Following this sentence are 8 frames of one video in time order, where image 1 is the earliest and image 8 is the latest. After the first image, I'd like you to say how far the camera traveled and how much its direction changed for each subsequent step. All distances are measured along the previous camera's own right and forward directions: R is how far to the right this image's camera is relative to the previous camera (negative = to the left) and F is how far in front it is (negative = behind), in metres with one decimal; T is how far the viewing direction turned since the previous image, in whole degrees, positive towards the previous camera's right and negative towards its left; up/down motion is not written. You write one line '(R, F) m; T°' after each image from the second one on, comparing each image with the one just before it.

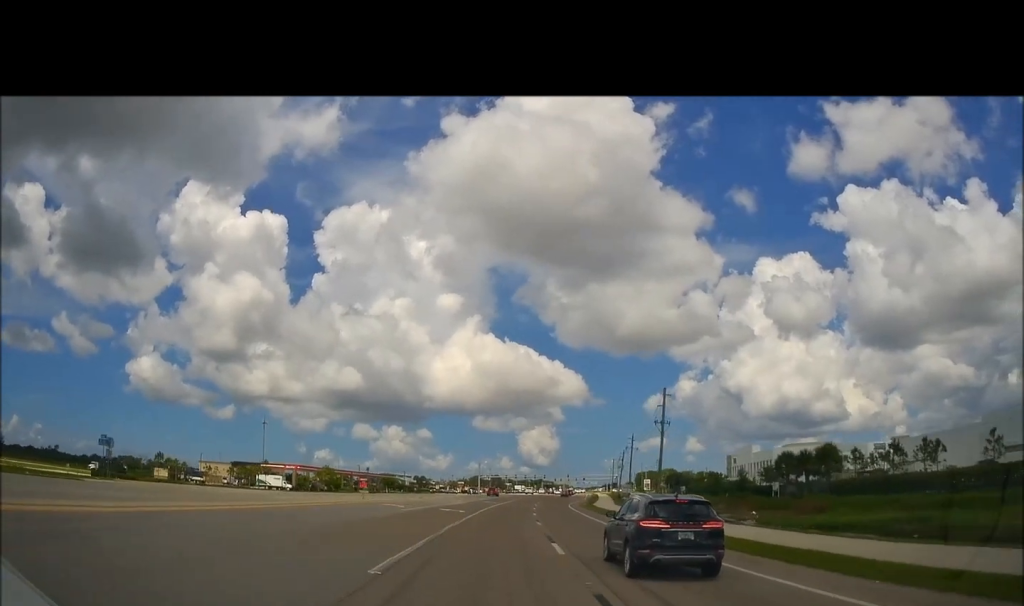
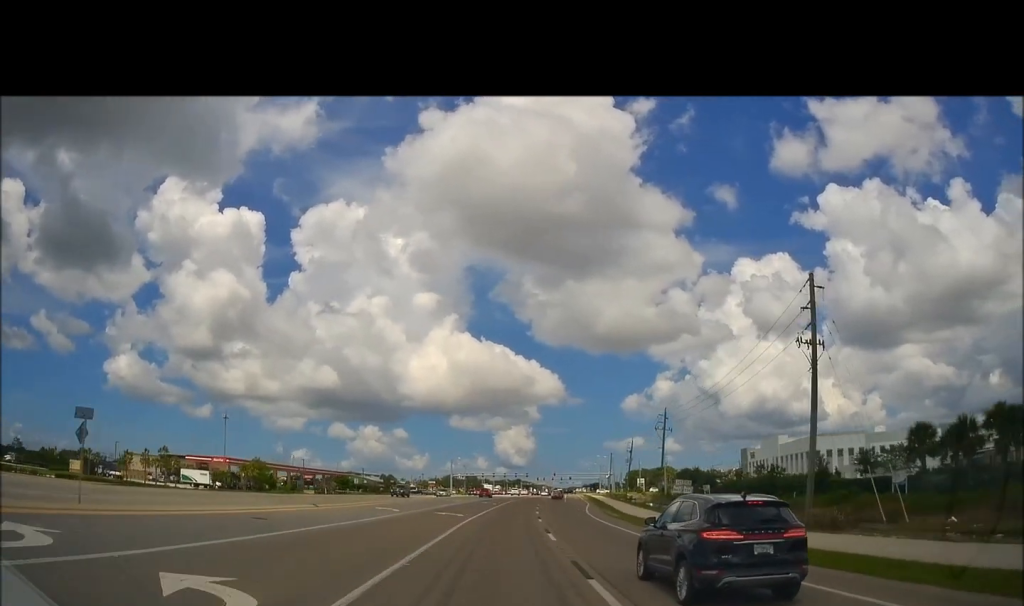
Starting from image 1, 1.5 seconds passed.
(+0.9, +33.6) m; +2°
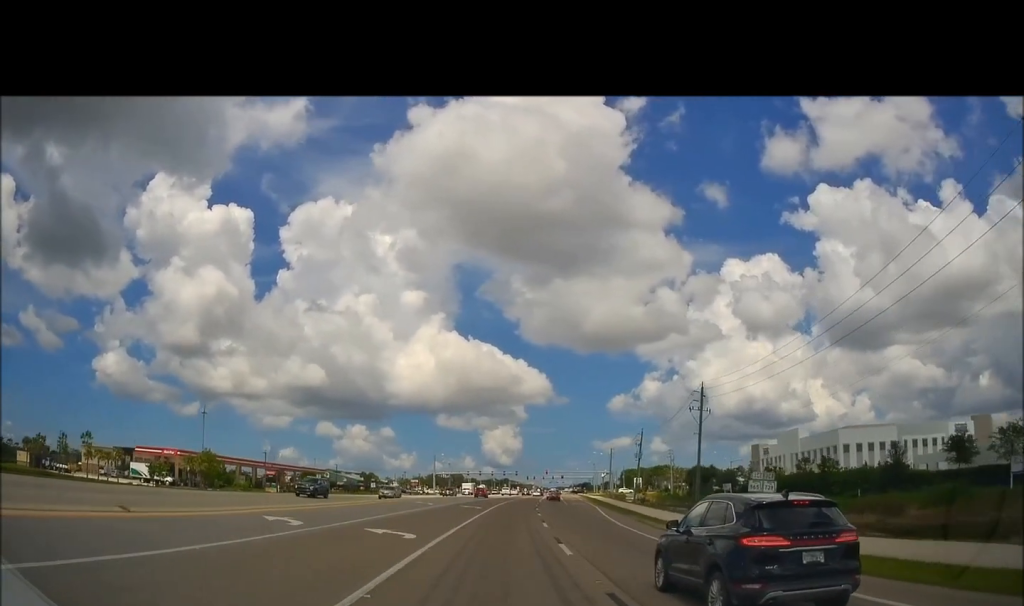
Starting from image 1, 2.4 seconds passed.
(-0.1, +18.2) m; 0°
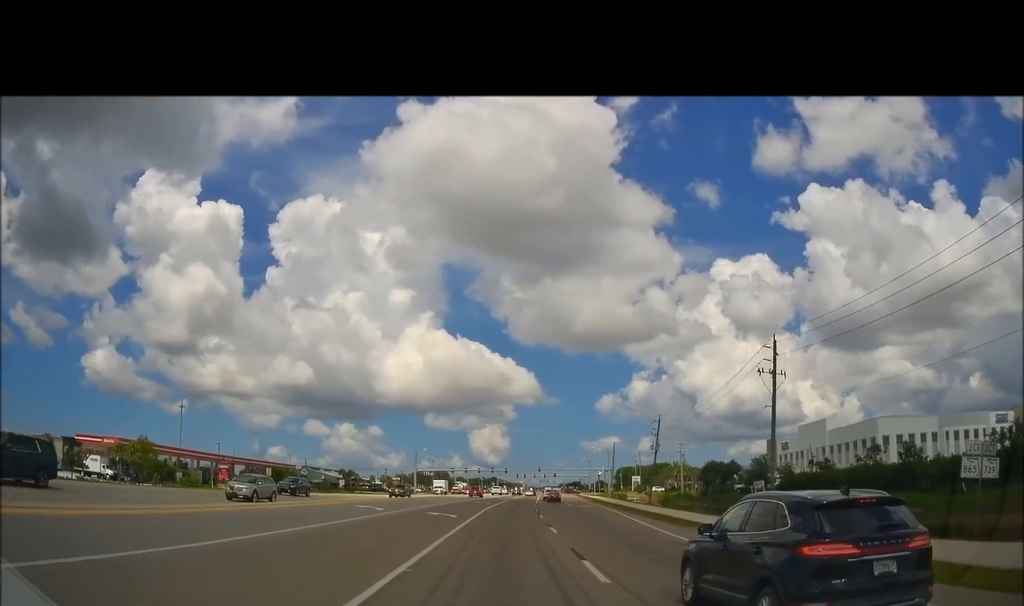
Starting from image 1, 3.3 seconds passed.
(-0.2, +18.1) m; +2°
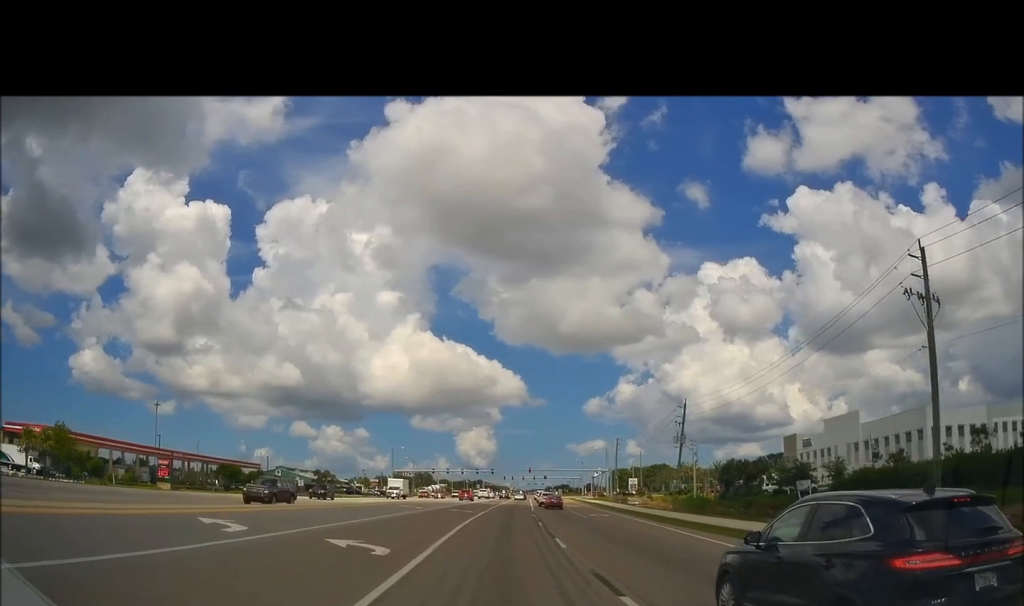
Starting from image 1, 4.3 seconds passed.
(+1.0, +18.2) m; +3°
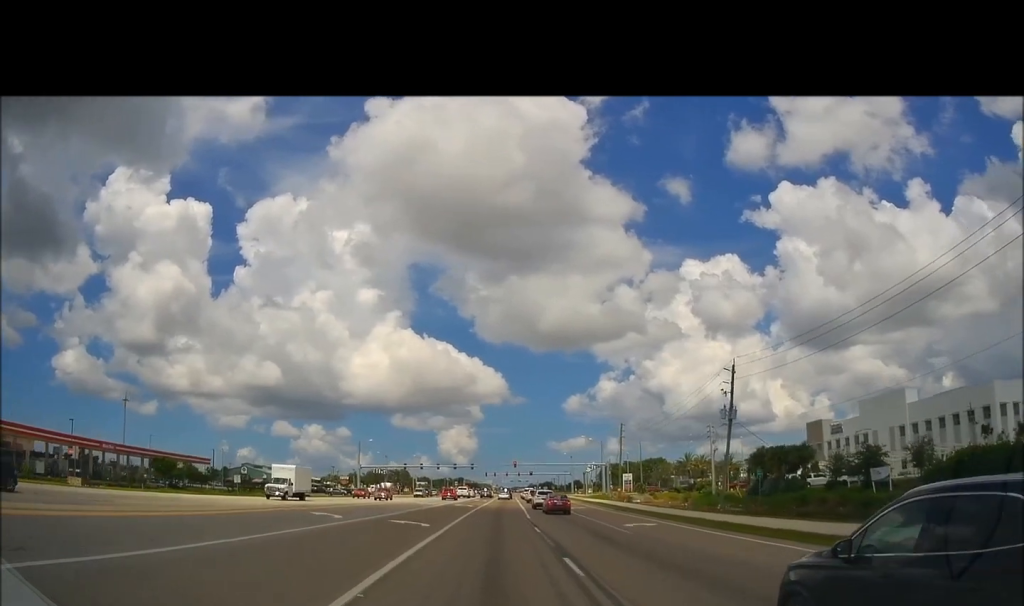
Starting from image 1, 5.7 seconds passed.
(-0.1, +20.7) m; 0°
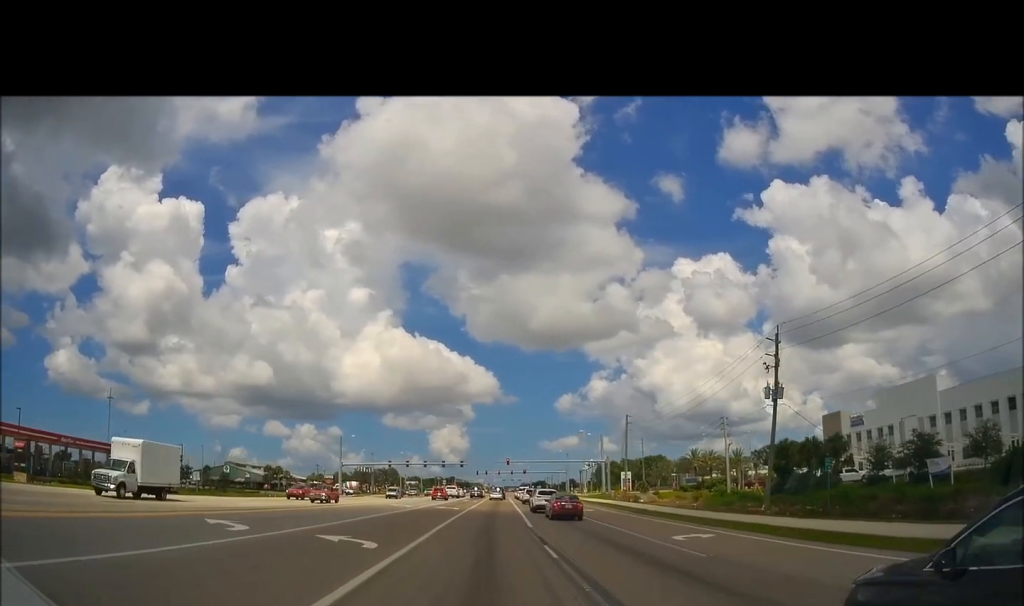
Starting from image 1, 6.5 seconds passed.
(0.0, +11.0) m; +1°
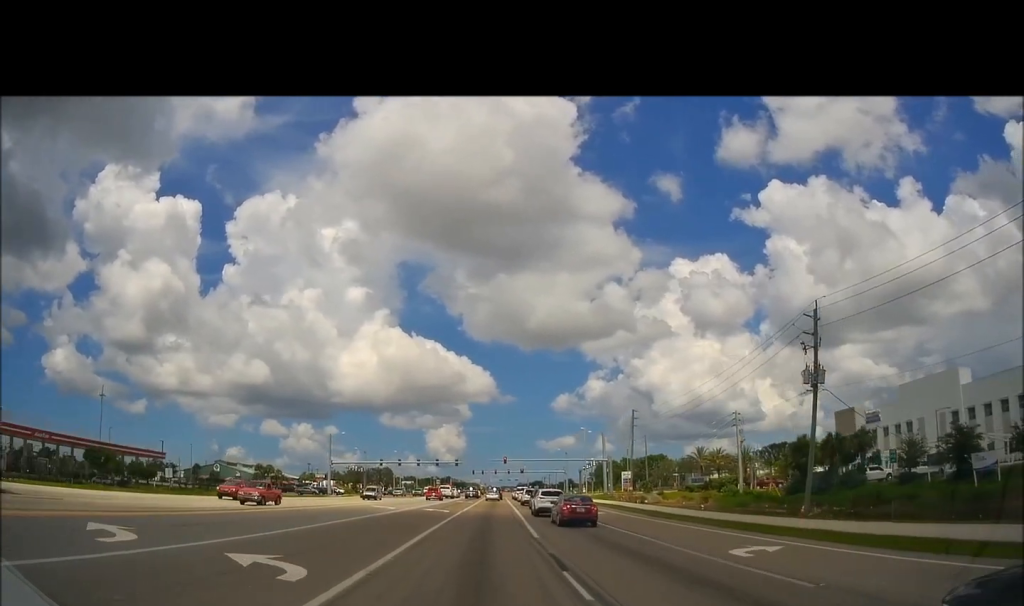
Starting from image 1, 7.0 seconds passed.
(+0.2, +6.6) m; +1°
